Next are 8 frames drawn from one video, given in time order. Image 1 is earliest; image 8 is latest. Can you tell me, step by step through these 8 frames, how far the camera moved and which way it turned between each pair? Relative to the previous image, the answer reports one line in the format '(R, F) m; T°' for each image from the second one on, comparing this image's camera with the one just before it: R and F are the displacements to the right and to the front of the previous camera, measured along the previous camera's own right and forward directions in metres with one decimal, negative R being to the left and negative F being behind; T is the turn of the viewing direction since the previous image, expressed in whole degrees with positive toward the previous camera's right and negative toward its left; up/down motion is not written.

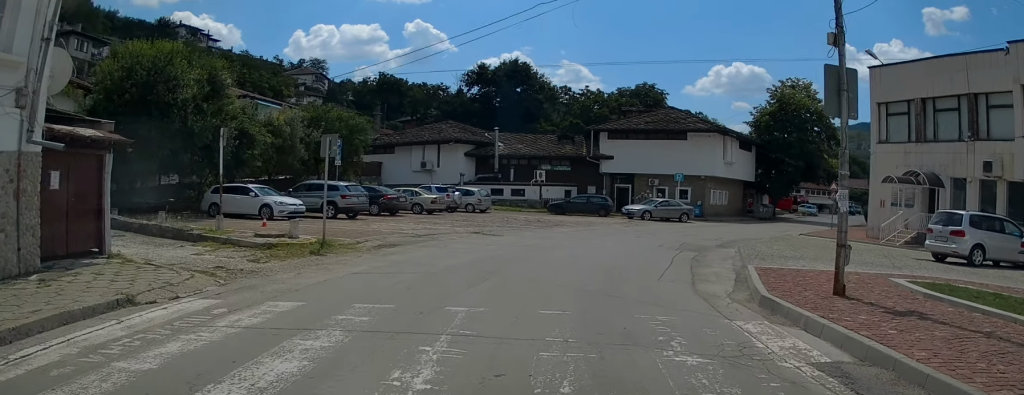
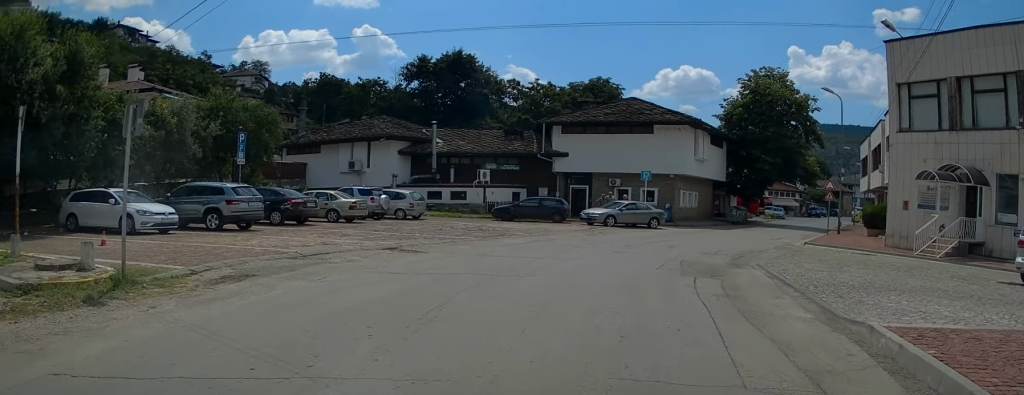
(+0.3, +6.2) m; +4°
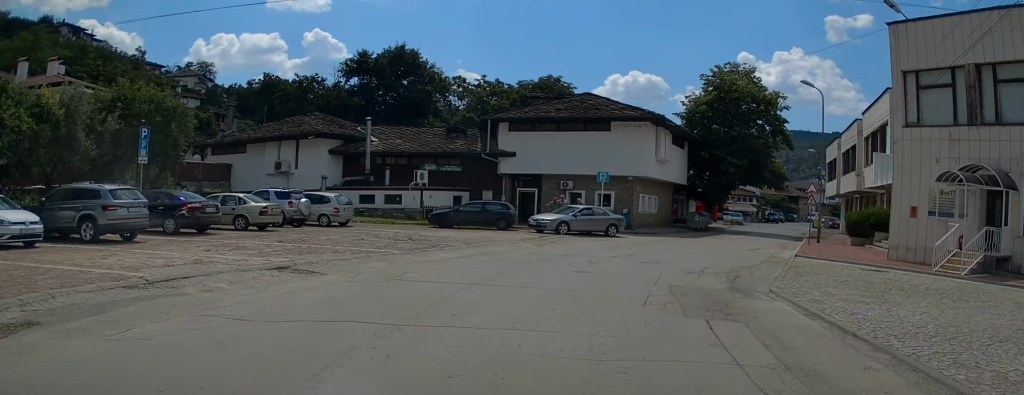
(0.0, +4.2) m; +4°
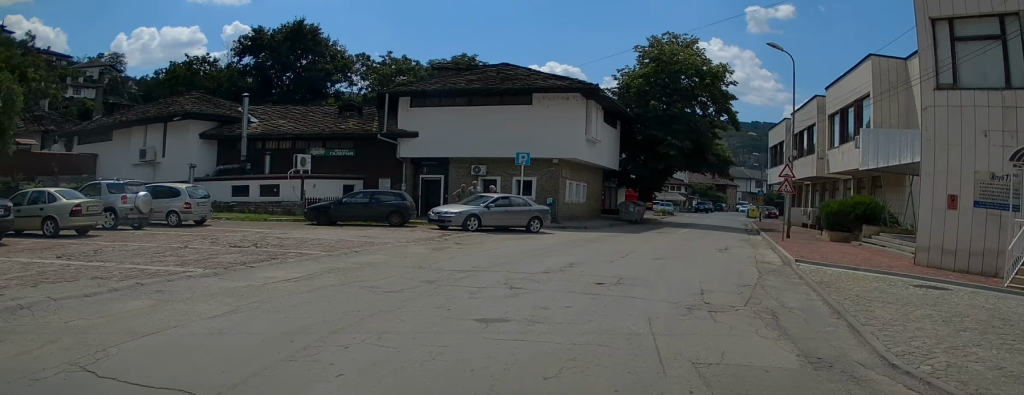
(+0.5, +6.6) m; +8°
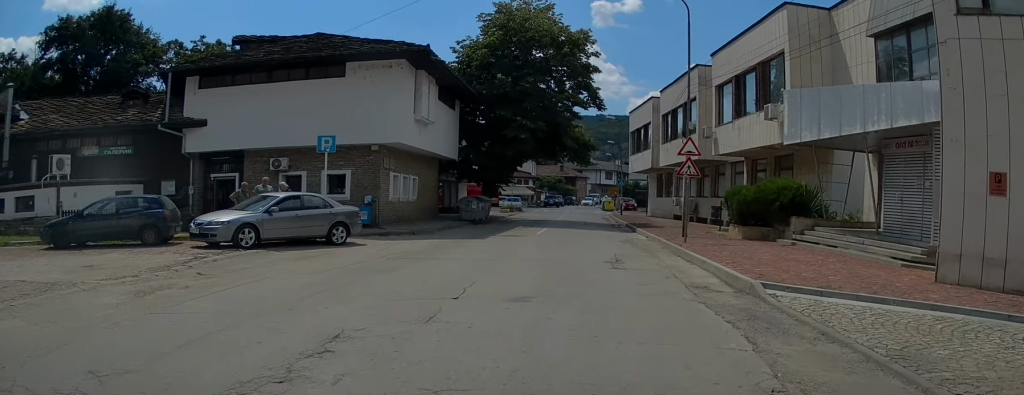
(+0.6, +7.3) m; +9°
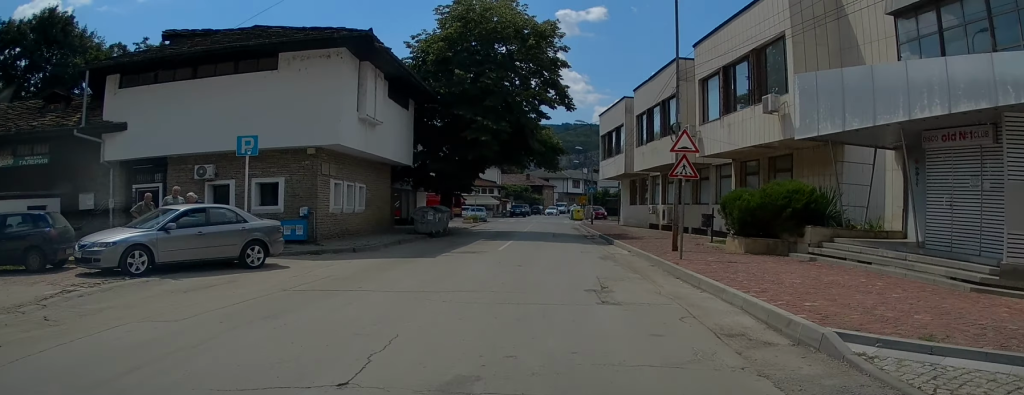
(+0.3, +3.5) m; +2°
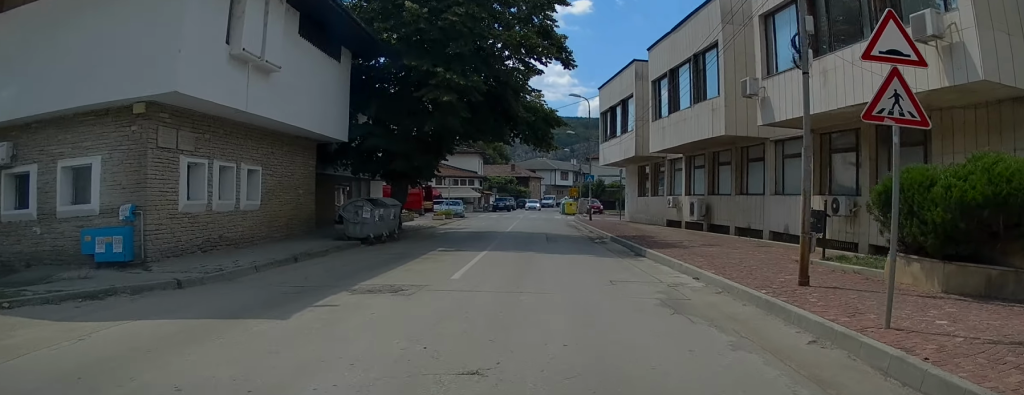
(0.0, +9.3) m; +1°
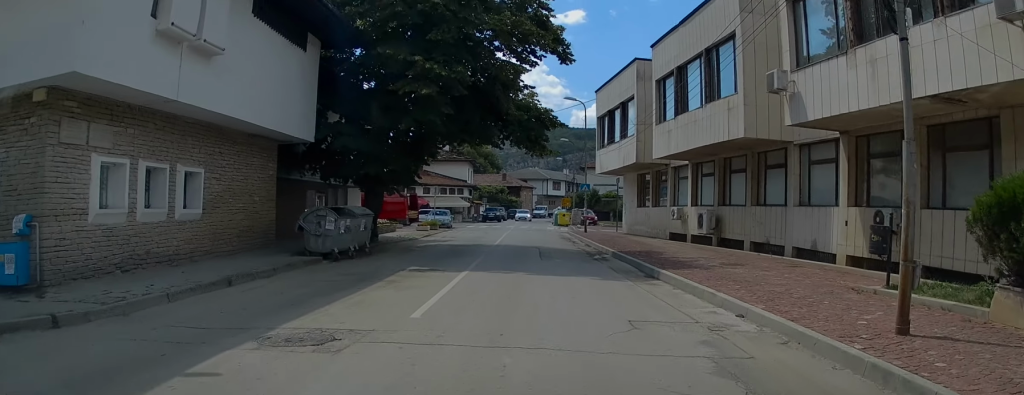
(0.0, +2.8) m; +1°
